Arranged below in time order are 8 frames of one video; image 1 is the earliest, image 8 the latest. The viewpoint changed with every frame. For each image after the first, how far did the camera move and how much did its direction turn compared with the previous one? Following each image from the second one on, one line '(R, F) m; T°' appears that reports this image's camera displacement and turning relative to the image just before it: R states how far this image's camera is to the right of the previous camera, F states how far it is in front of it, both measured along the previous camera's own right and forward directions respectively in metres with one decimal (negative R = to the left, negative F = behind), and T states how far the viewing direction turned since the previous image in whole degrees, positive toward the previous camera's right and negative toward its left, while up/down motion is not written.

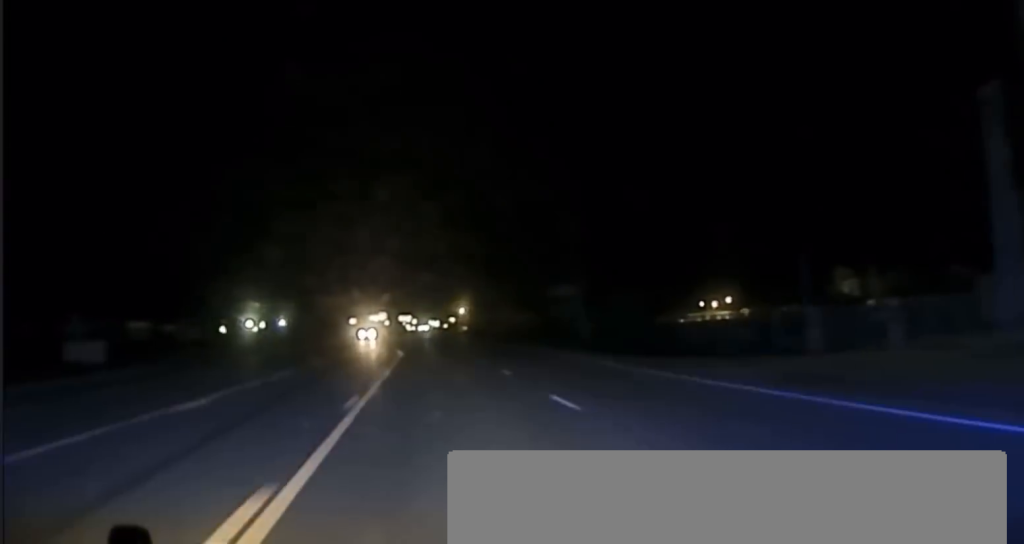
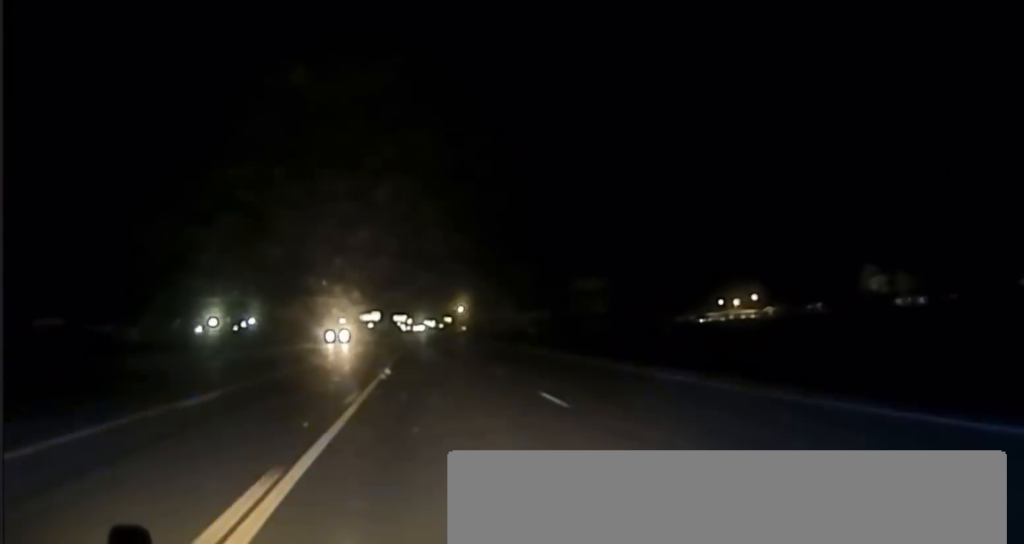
(0.0, +34.6) m; 0°
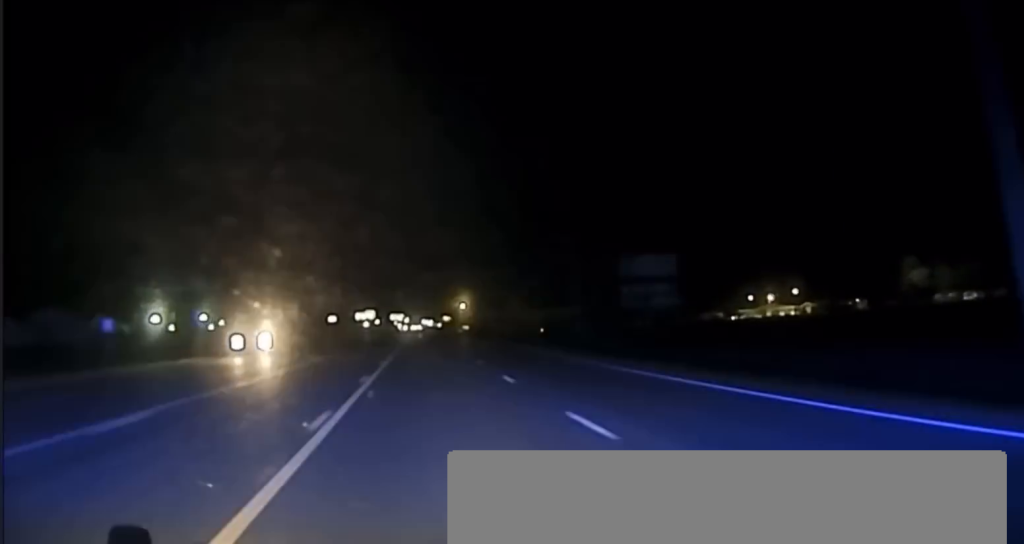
(+0.2, +42.8) m; 0°
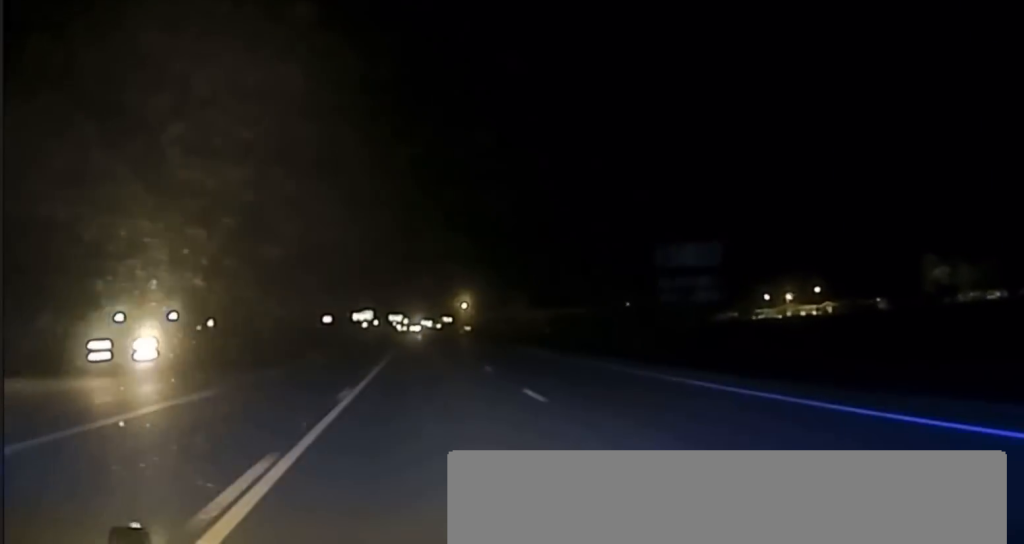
(+0.1, +20.1) m; 0°
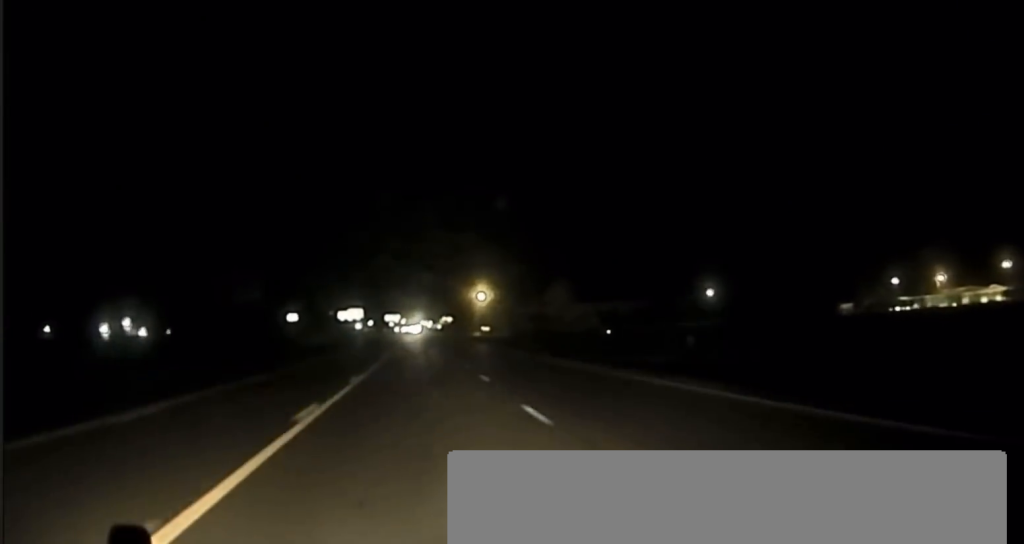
(-0.2, +113.0) m; 0°
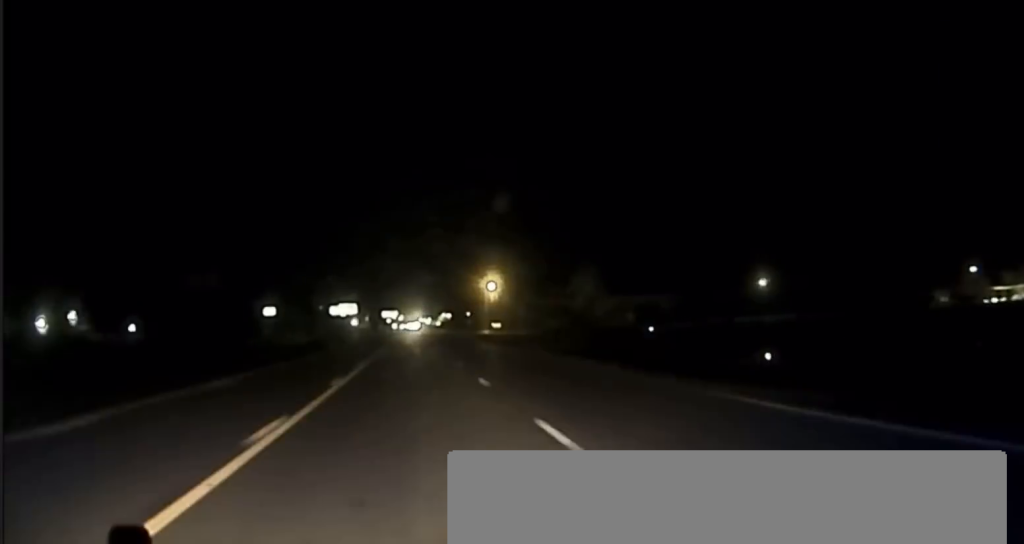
(-0.1, +38.9) m; 0°
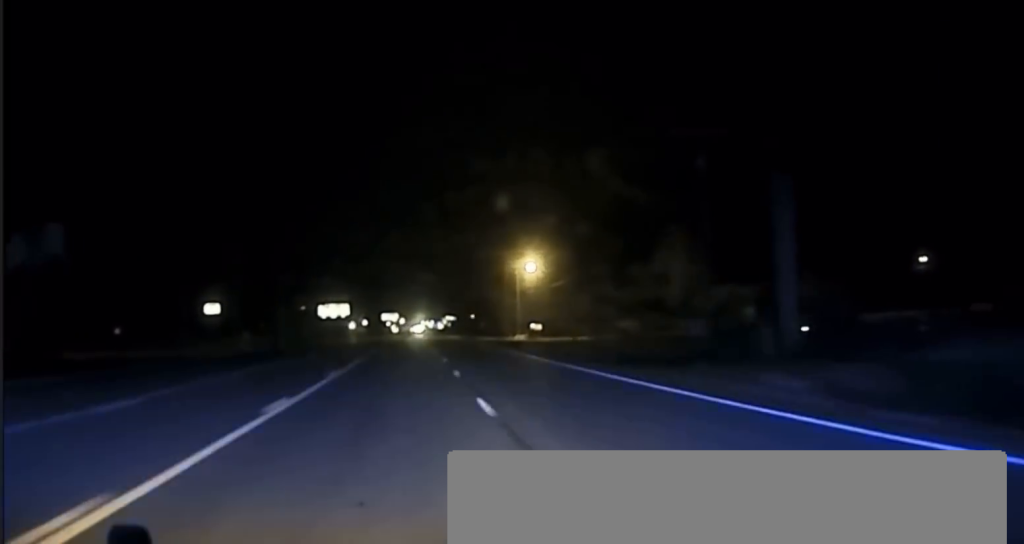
(-0.3, +60.2) m; 0°
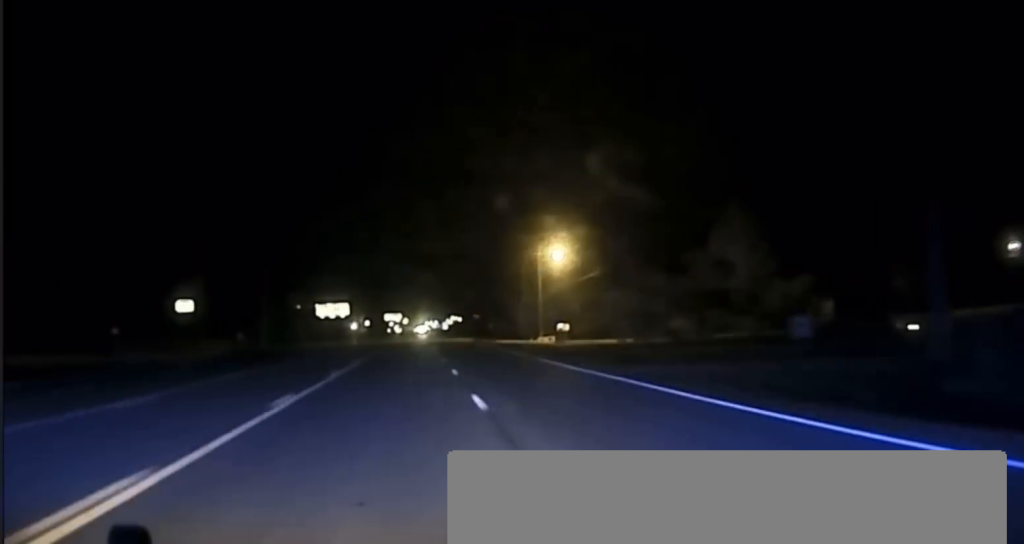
(0.0, +20.6) m; 0°
